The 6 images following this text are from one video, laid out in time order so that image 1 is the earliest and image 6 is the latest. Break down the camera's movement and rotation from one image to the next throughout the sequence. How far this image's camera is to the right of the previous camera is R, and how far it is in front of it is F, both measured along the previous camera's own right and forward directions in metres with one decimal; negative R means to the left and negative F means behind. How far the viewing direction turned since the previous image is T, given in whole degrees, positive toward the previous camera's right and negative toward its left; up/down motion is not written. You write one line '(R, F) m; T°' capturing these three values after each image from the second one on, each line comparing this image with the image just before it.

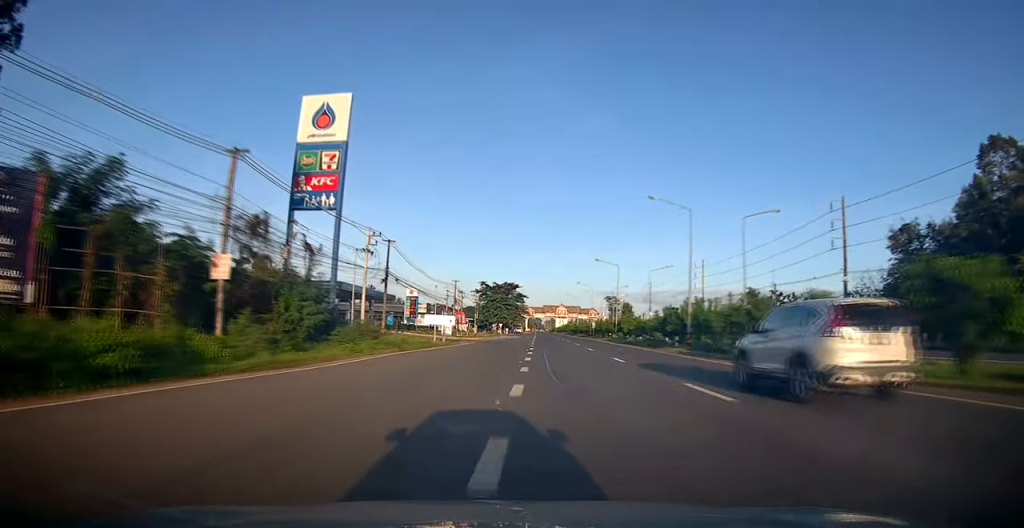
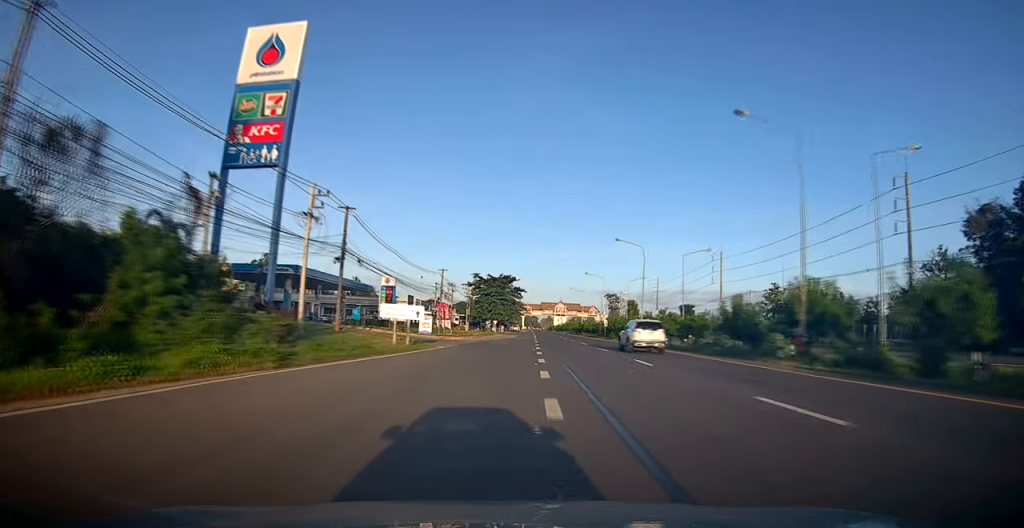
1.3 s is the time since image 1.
(+0.2, +15.0) m; +1°
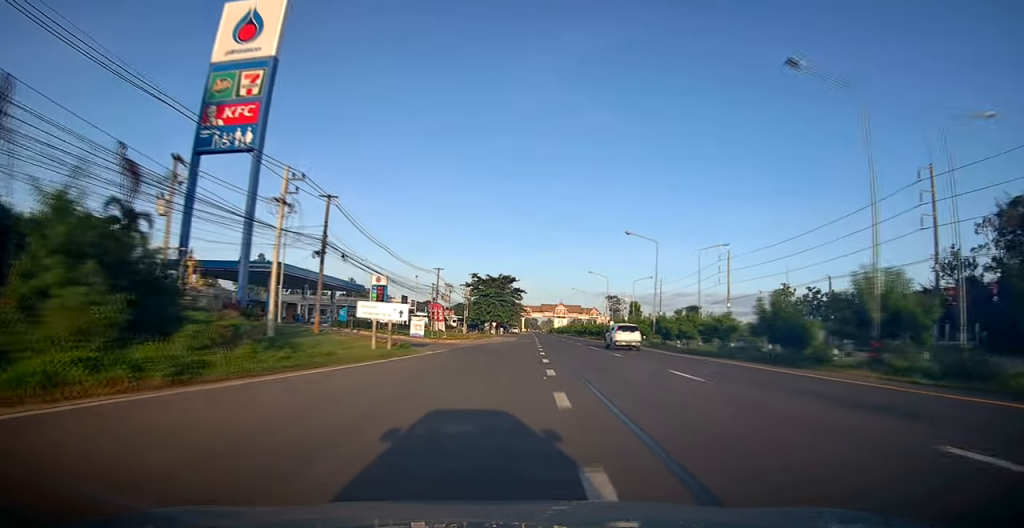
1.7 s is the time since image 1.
(-0.1, +4.7) m; 0°
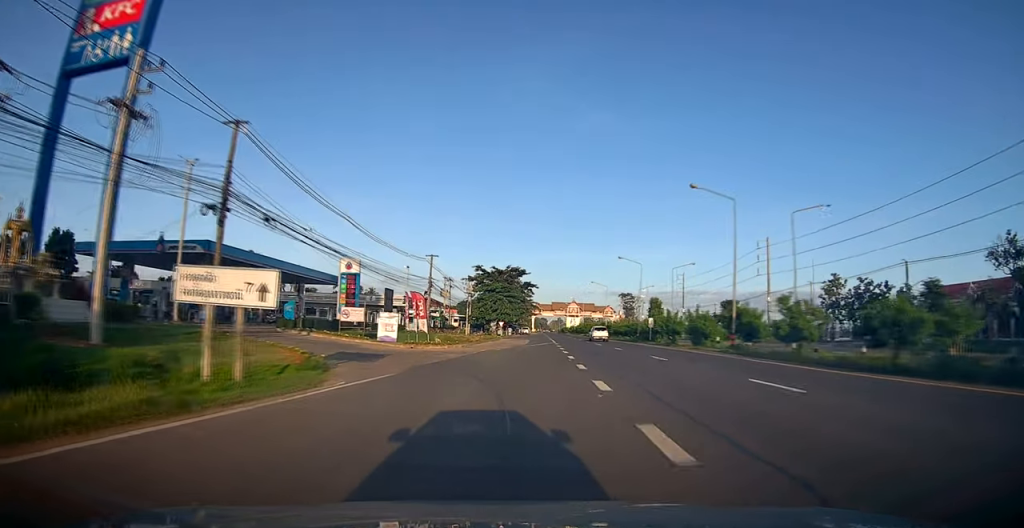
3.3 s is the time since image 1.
(0.0, +16.2) m; -2°
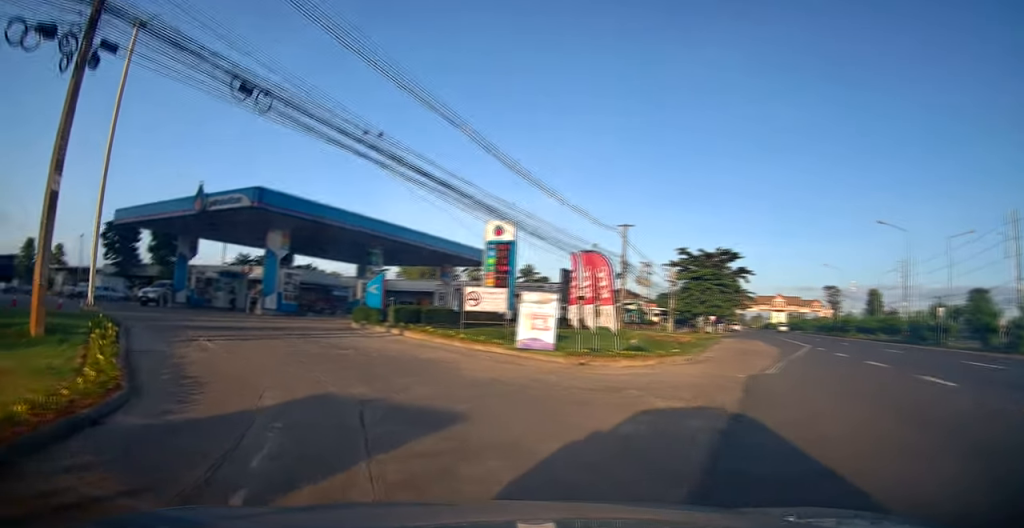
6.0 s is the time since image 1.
(-2.4, +18.9) m; -22°
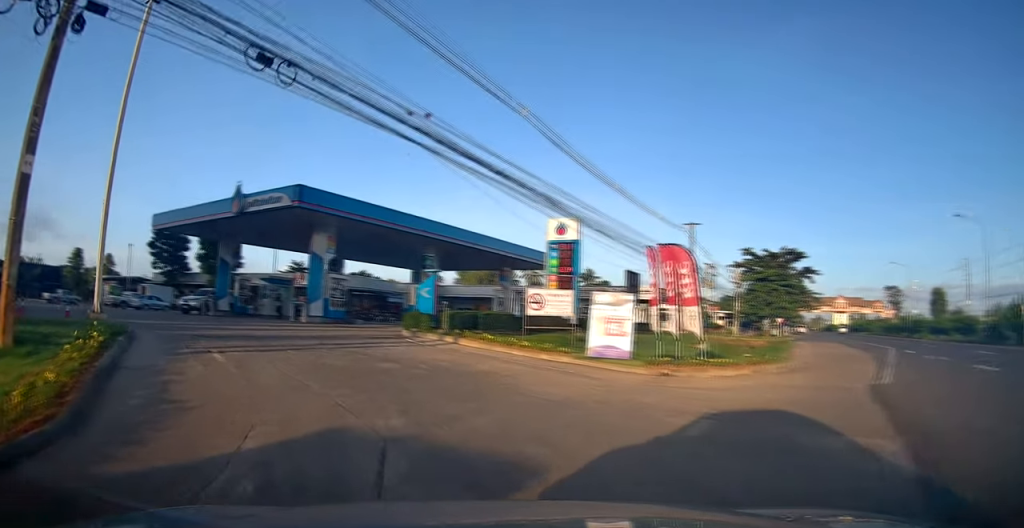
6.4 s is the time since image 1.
(-0.1, +2.6) m; -7°
